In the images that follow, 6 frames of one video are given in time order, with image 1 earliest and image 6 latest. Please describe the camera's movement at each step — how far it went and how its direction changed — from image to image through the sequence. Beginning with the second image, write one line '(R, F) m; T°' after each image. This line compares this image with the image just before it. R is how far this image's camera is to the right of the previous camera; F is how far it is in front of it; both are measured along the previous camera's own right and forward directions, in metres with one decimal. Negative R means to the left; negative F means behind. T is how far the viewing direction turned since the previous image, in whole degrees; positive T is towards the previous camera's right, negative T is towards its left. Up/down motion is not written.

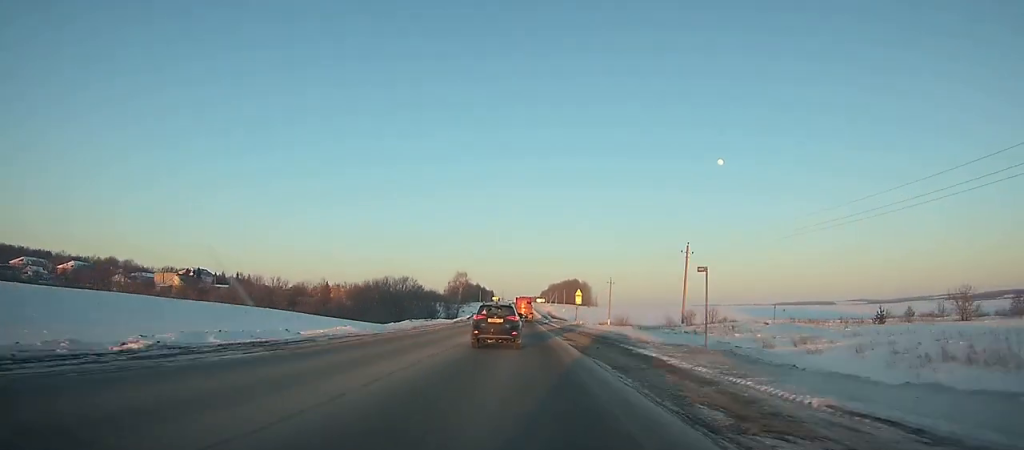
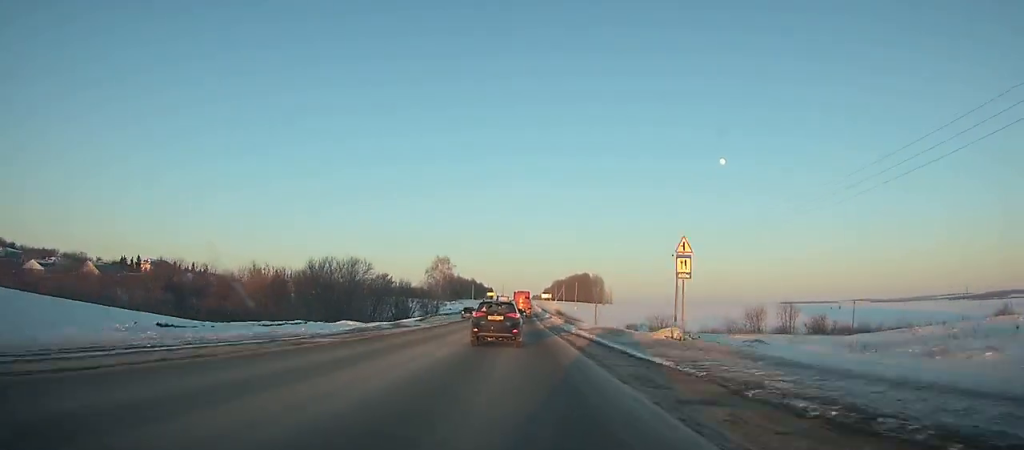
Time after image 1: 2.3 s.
(+0.1, +47.3) m; 0°
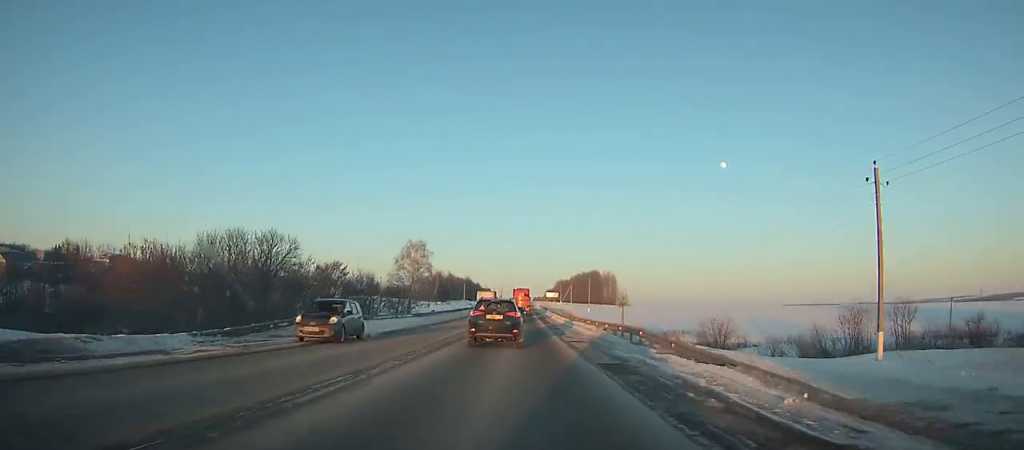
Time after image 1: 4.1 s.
(0.0, +36.7) m; 0°
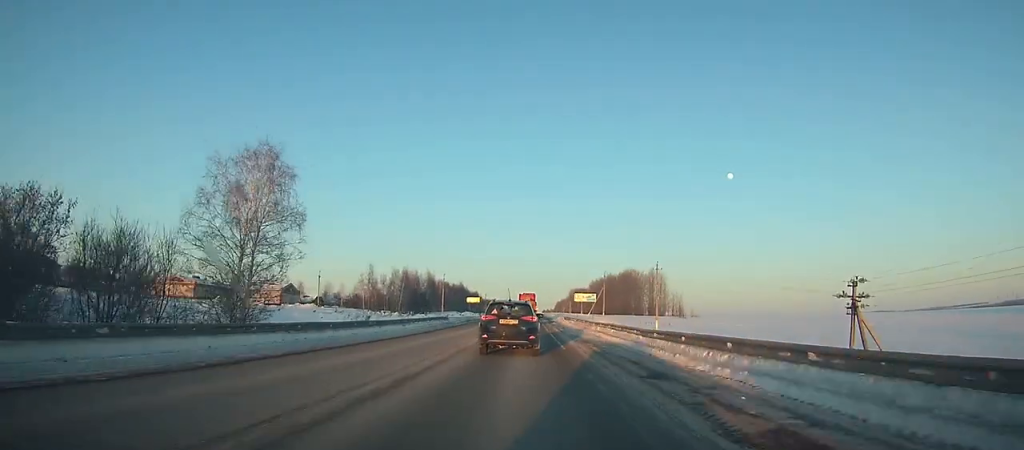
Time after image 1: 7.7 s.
(-0.3, +71.1) m; 0°
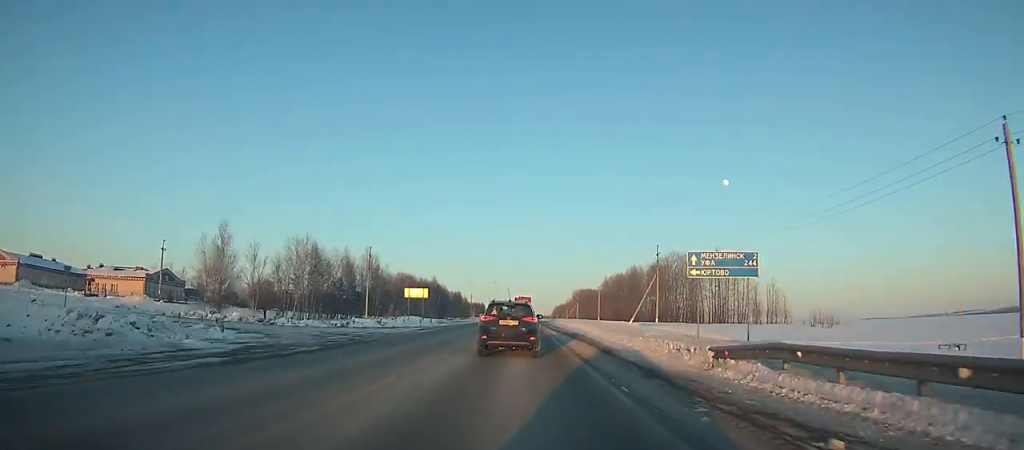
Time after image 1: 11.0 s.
(-0.3, +63.5) m; 0°
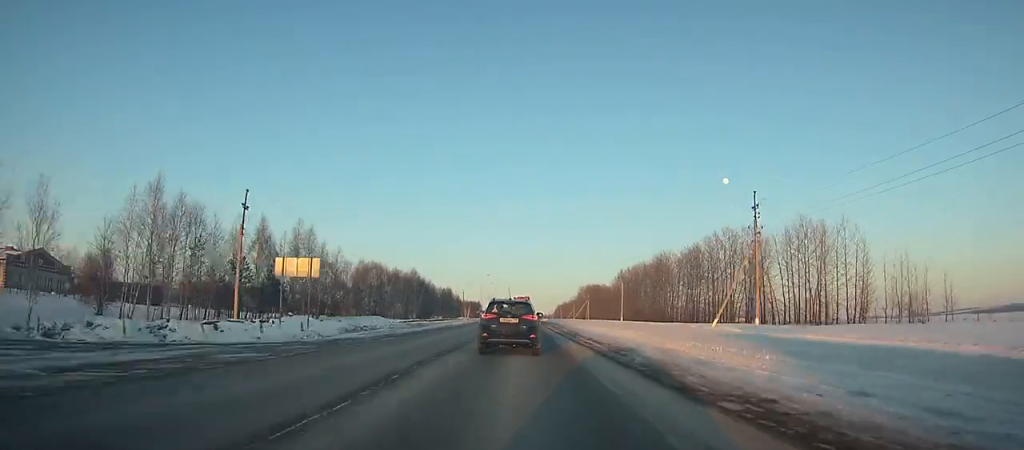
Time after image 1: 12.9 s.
(-0.1, +36.1) m; 0°
